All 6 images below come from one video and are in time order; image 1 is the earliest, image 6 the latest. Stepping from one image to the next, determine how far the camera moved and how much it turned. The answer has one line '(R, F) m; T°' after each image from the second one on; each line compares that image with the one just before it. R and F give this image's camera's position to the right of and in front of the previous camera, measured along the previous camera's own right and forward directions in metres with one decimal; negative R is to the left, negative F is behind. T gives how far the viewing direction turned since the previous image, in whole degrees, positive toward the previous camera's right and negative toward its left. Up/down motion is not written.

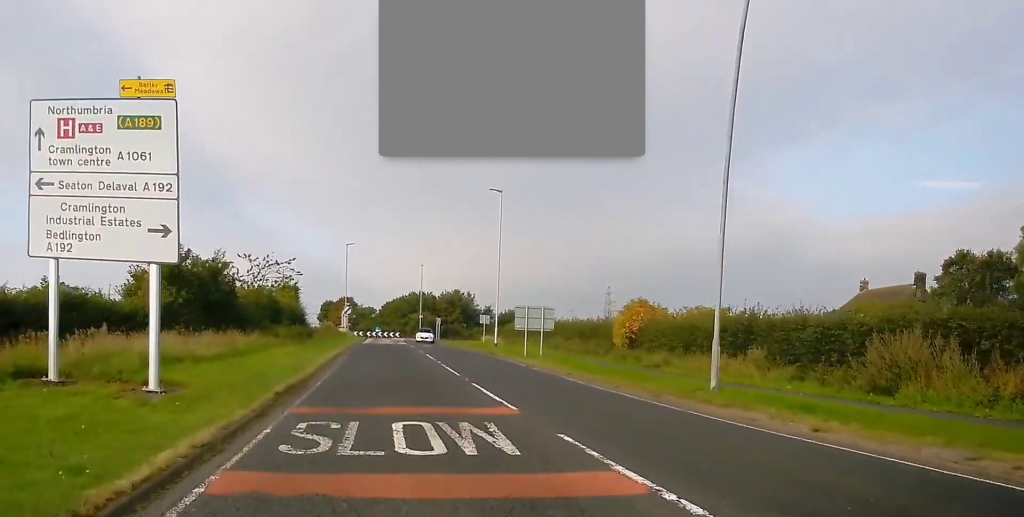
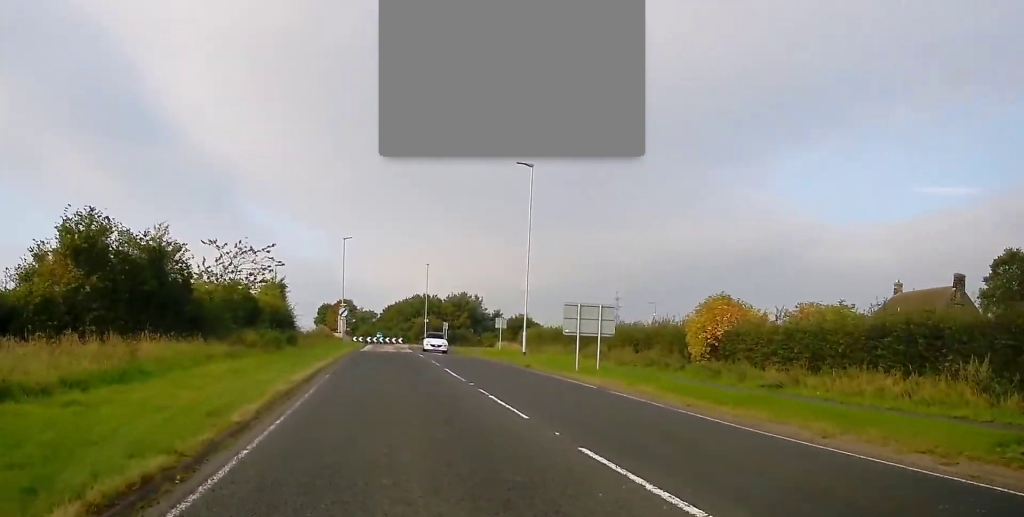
(0.0, +9.8) m; -1°
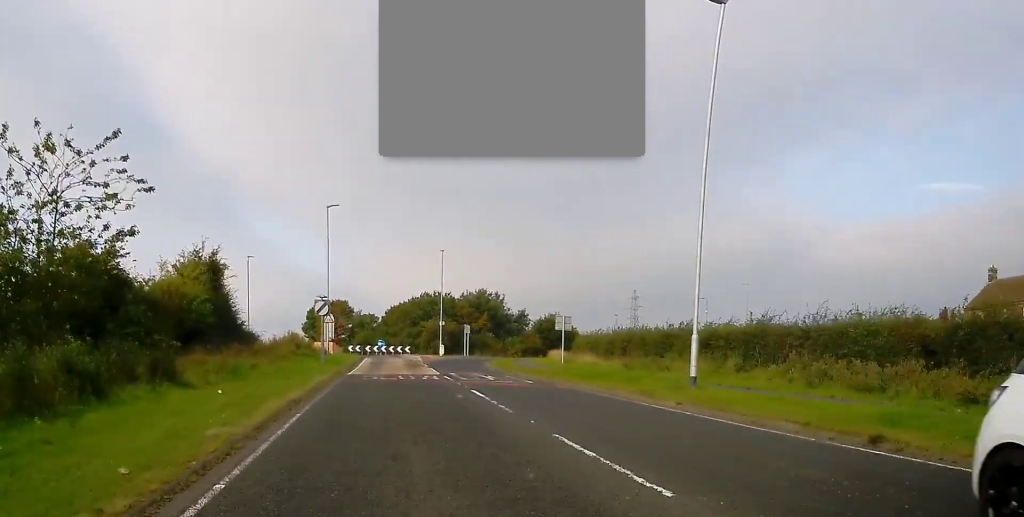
(-0.2, +23.0) m; +3°
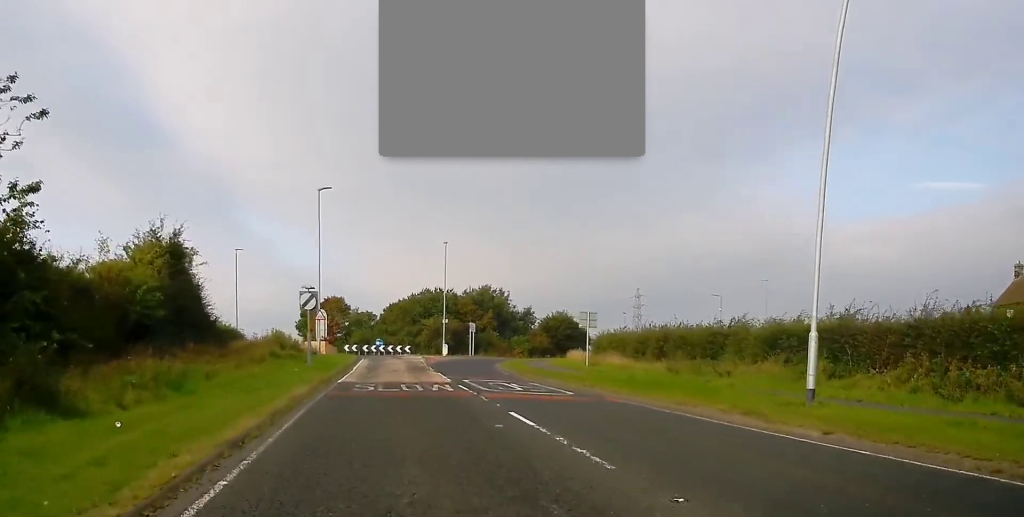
(+0.2, +5.7) m; 0°
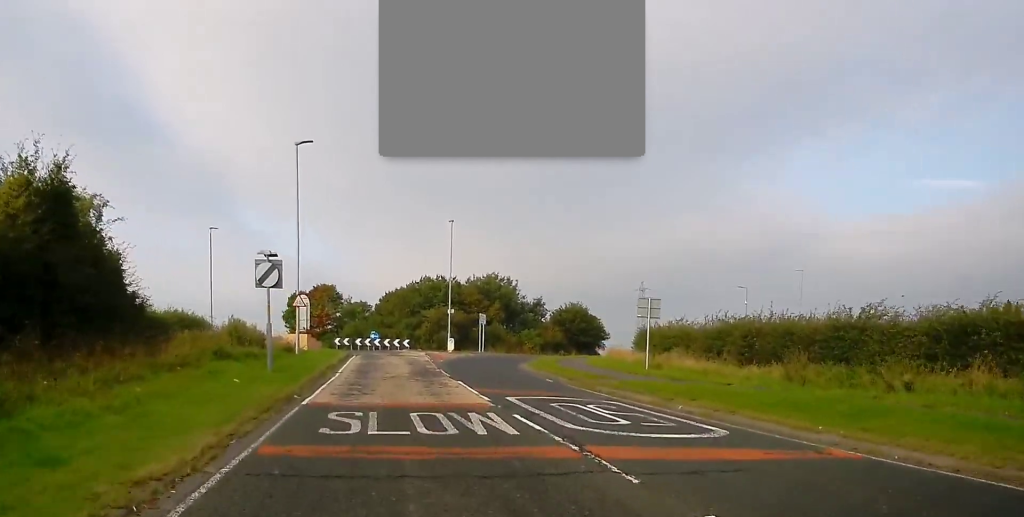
(0.0, +9.7) m; -1°
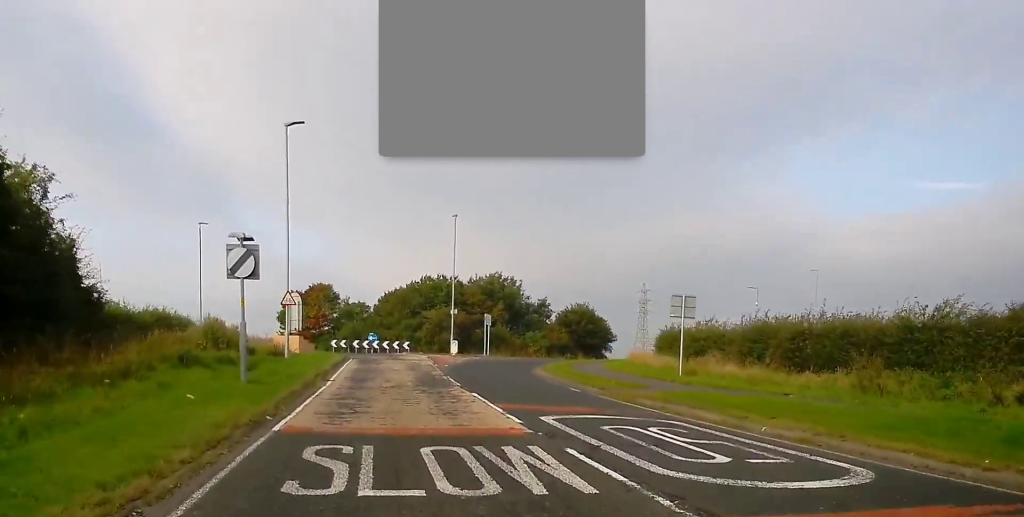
(-0.3, +3.7) m; 0°
